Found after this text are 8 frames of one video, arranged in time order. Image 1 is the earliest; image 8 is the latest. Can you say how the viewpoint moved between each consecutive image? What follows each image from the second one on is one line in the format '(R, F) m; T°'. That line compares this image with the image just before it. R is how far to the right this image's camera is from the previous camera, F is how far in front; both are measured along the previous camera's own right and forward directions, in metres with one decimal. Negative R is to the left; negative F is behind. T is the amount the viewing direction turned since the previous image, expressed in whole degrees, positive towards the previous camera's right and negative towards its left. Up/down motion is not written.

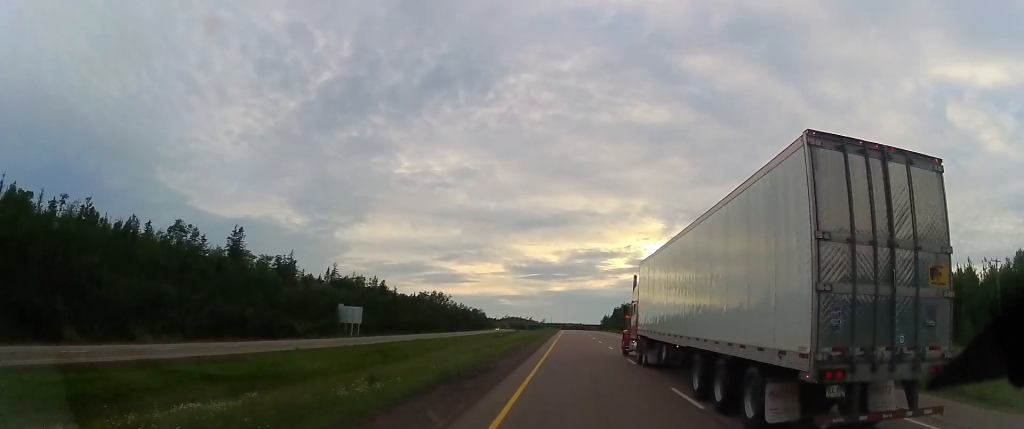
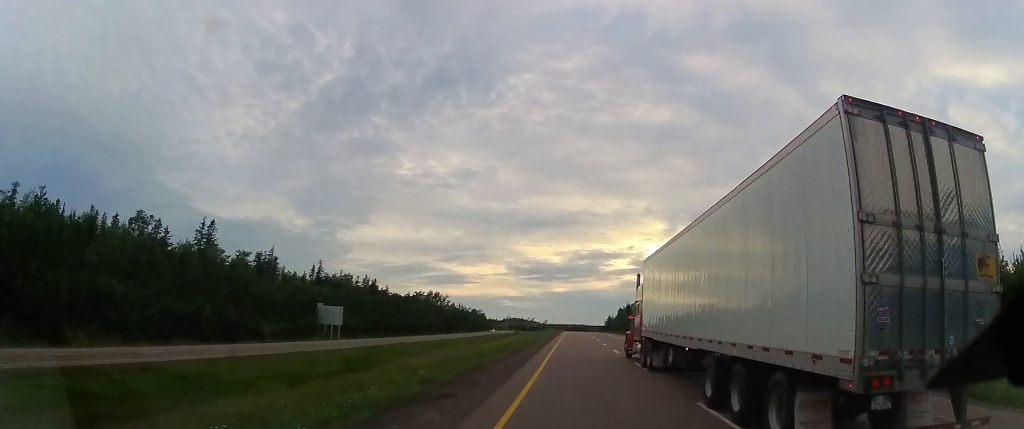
(-0.1, +13.6) m; 0°
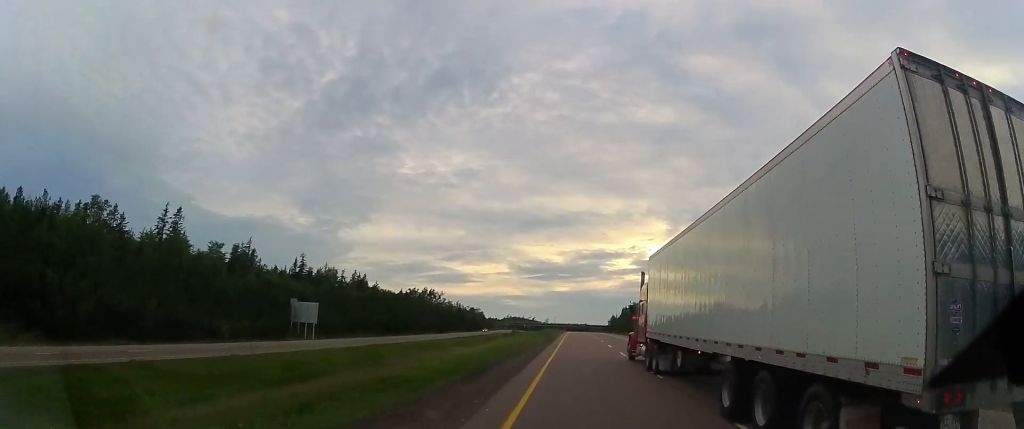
(-0.2, +13.7) m; 0°
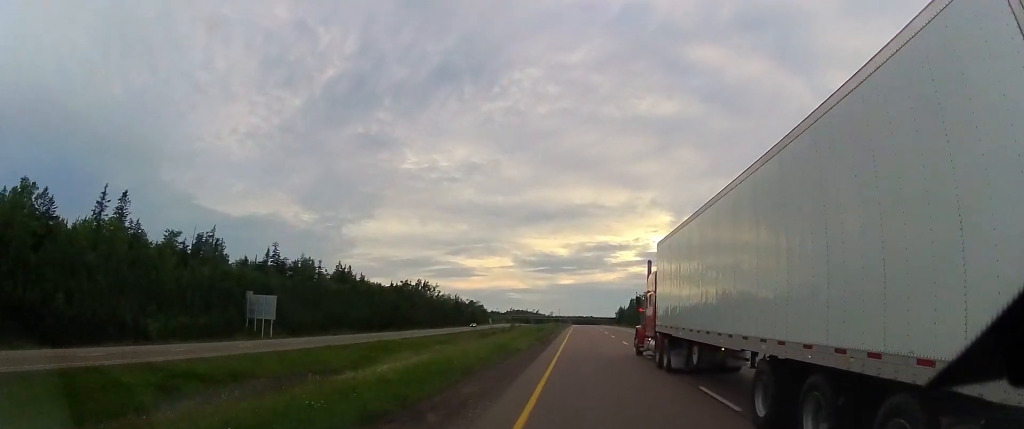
(0.0, +18.4) m; 0°
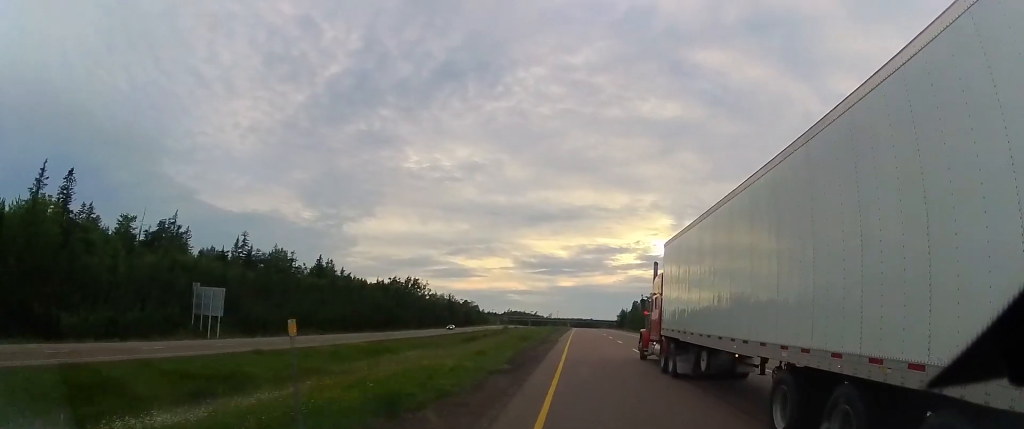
(+0.2, +16.4) m; -1°
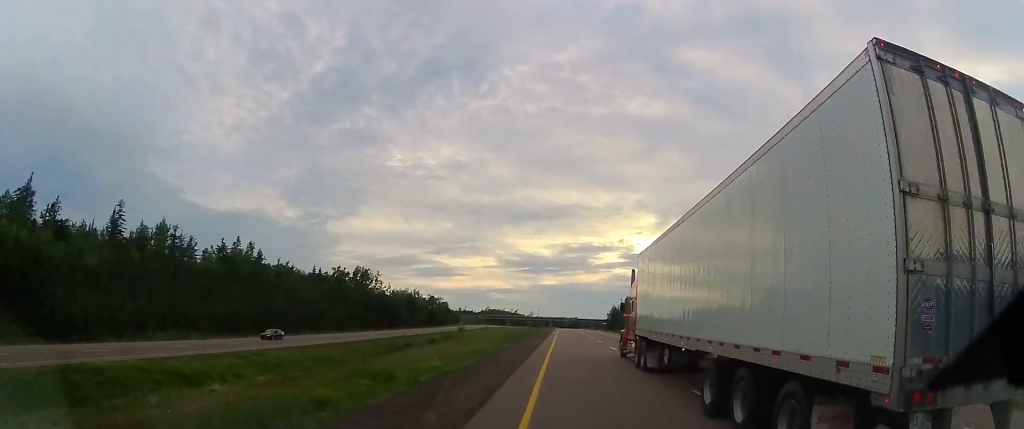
(-0.6, +43.3) m; +1°
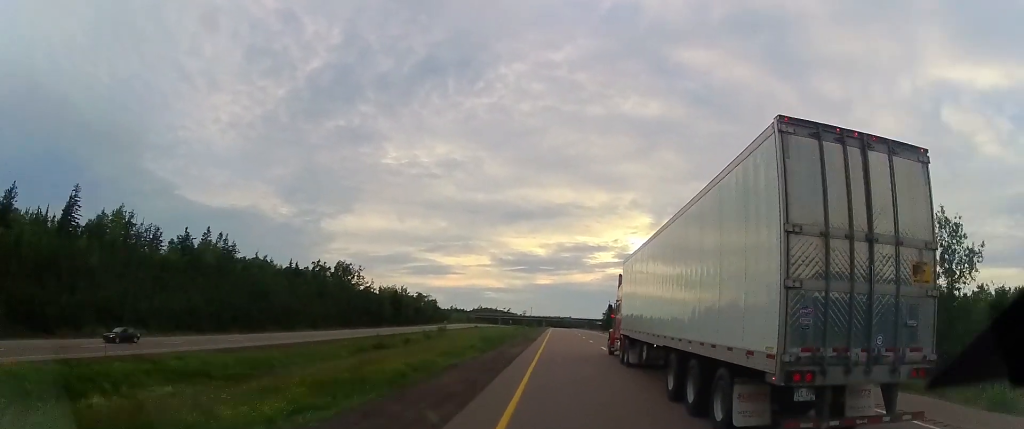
(-0.1, +12.7) m; +1°
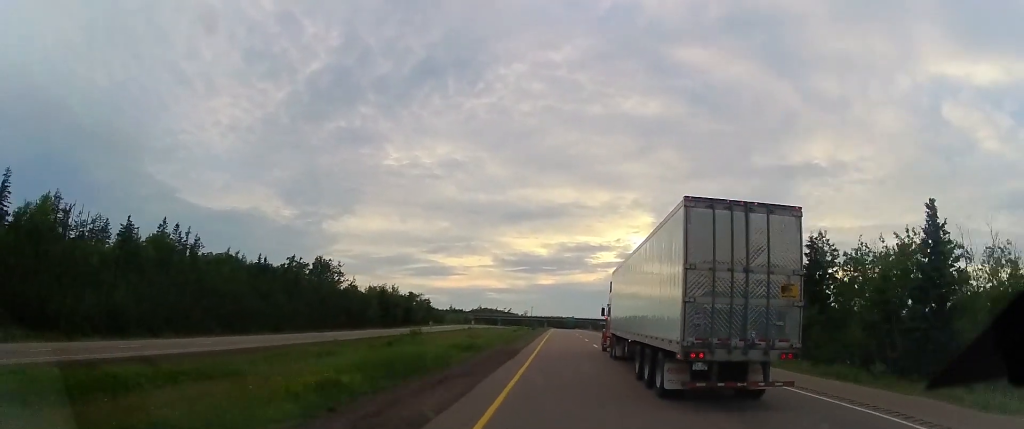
(+0.7, +19.3) m; +1°
